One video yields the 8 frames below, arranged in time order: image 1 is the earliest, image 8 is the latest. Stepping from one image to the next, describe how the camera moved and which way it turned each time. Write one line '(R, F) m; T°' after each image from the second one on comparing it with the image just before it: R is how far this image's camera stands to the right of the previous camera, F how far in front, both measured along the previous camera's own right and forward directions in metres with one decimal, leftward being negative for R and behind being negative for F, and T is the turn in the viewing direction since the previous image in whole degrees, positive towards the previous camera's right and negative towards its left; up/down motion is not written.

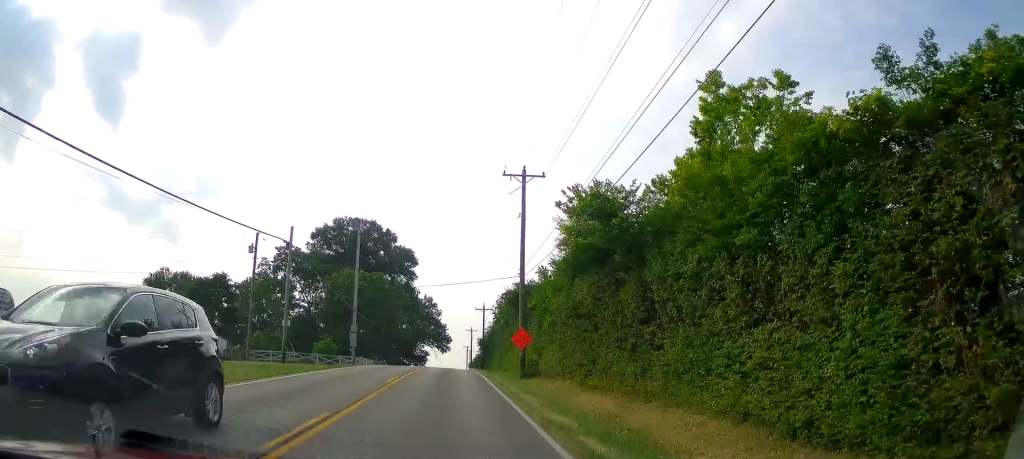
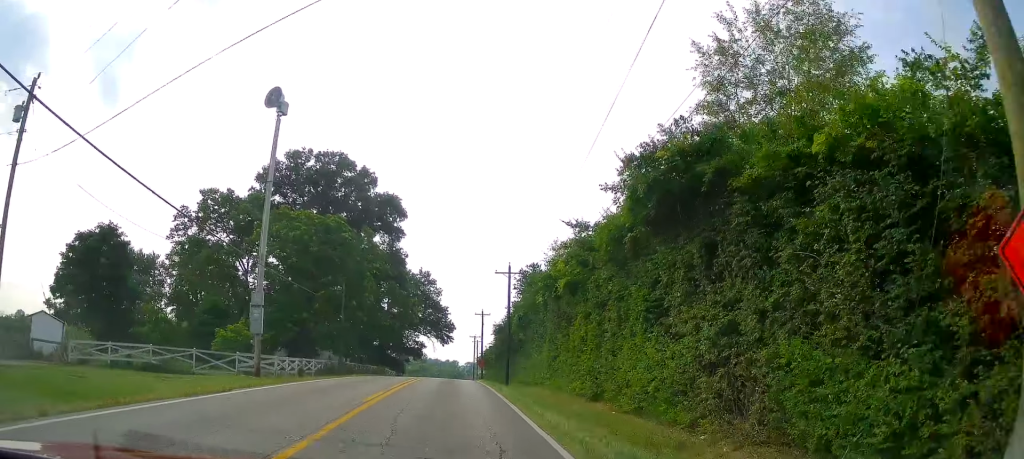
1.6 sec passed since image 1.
(+0.2, +26.4) m; +1°
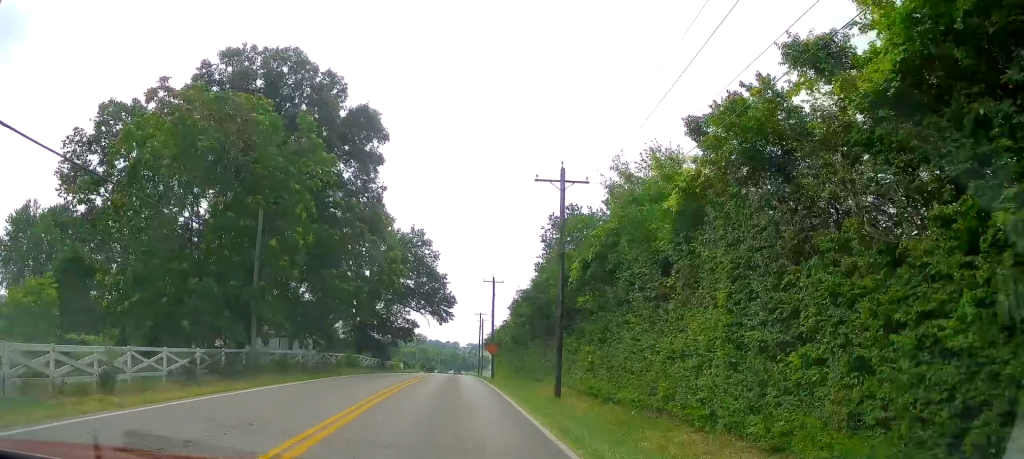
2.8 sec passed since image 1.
(+0.1, +17.7) m; -1°
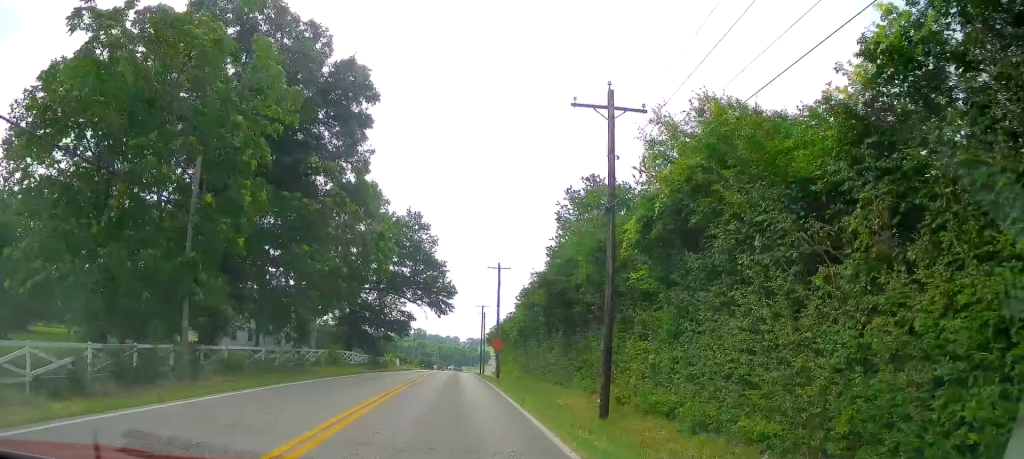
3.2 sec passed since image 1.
(-0.1, +6.5) m; -1°
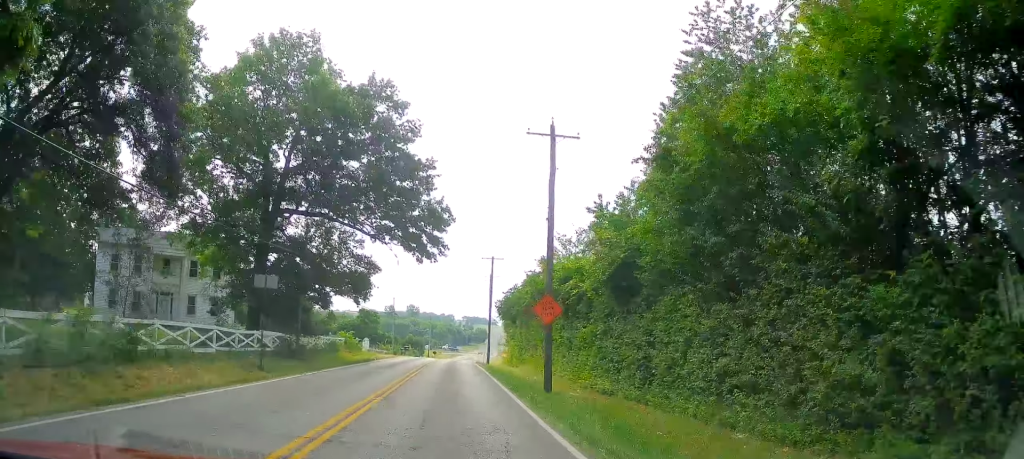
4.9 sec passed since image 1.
(-0.8, +32.6) m; -1°
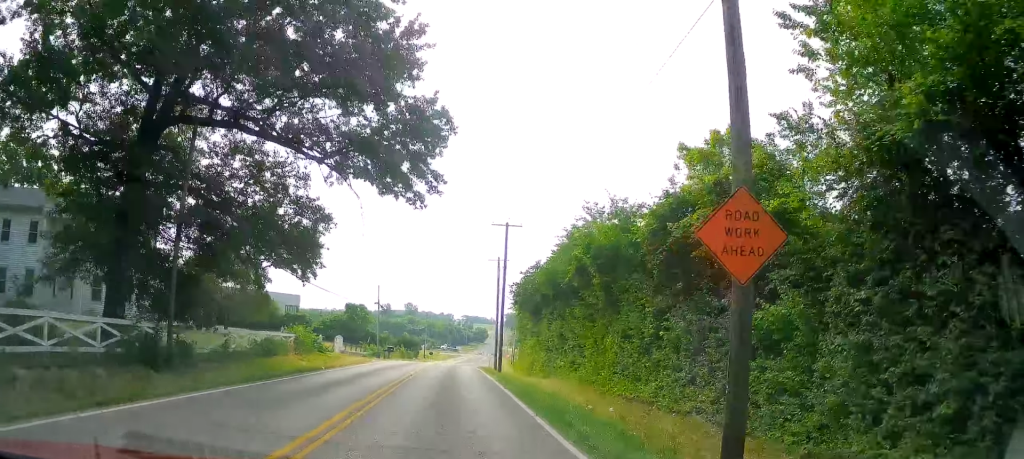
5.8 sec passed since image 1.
(0.0, +17.7) m; +2°
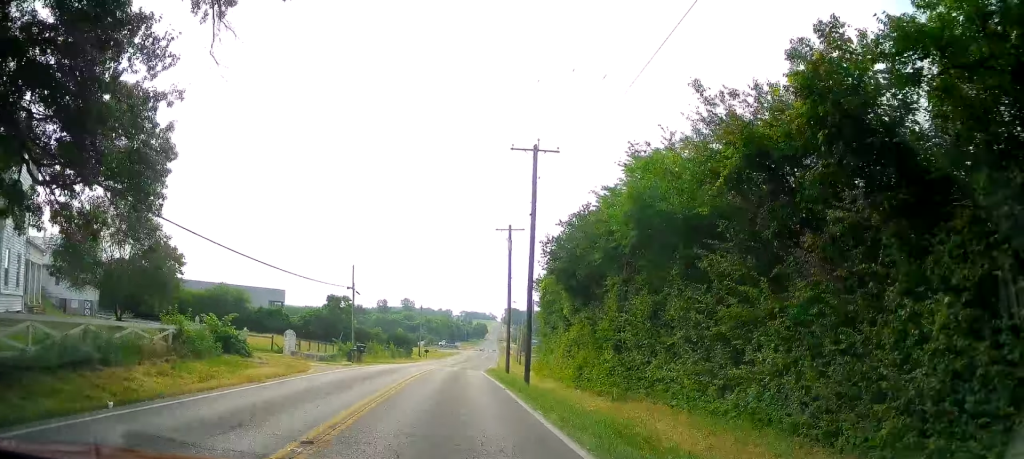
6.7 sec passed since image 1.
(+0.4, +17.0) m; +2°
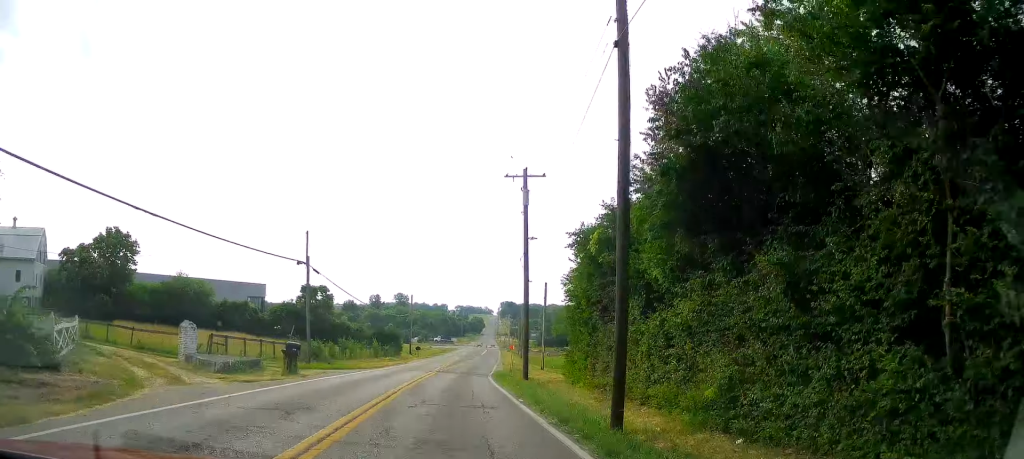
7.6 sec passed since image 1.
(+0.2, +15.1) m; -2°
